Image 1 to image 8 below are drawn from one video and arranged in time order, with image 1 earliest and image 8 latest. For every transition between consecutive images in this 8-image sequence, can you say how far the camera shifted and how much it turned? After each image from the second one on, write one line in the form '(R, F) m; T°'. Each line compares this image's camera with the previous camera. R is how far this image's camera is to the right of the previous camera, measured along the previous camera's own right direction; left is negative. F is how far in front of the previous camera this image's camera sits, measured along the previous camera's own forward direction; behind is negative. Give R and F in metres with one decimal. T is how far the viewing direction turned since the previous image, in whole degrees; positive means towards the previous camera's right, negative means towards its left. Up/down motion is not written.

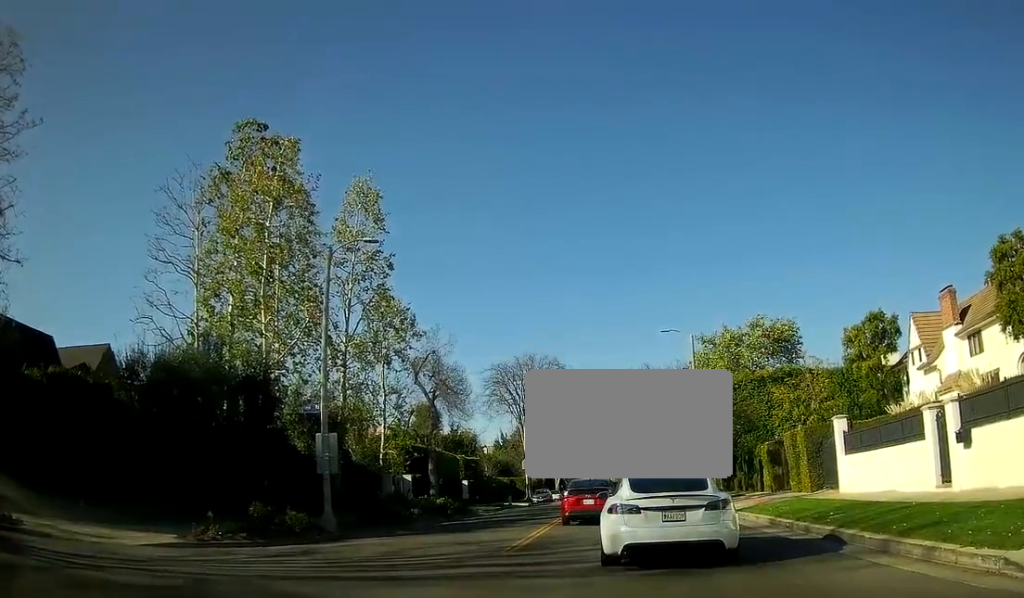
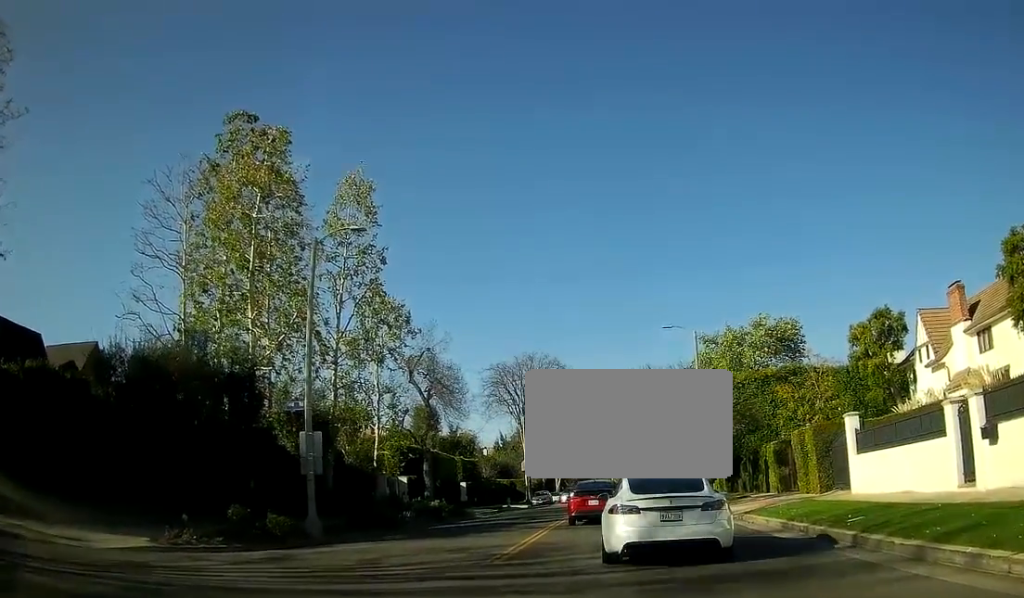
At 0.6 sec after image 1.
(0.0, +1.7) m; 0°
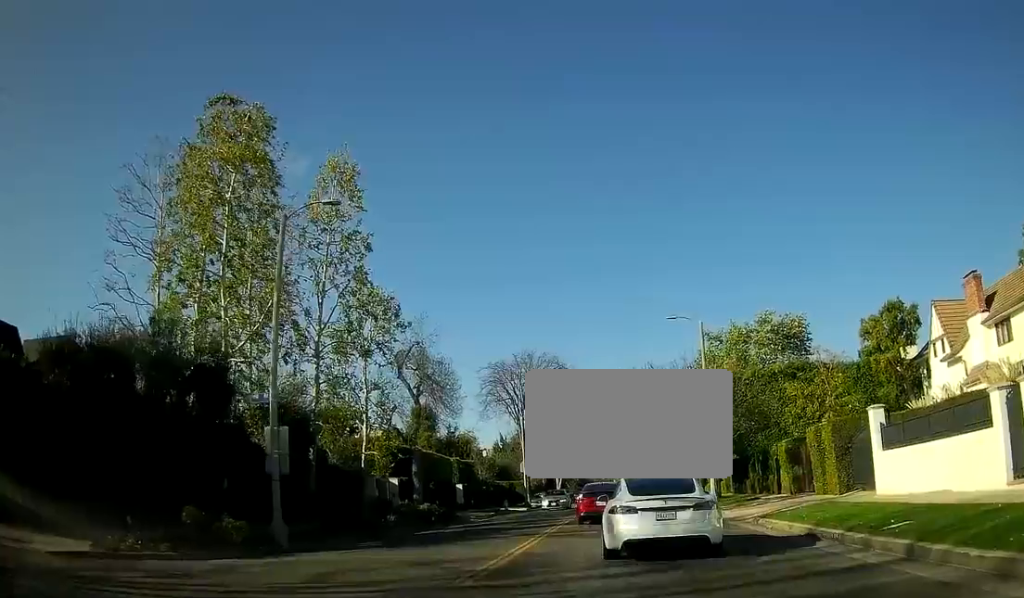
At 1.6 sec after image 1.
(0.0, +3.1) m; 0°
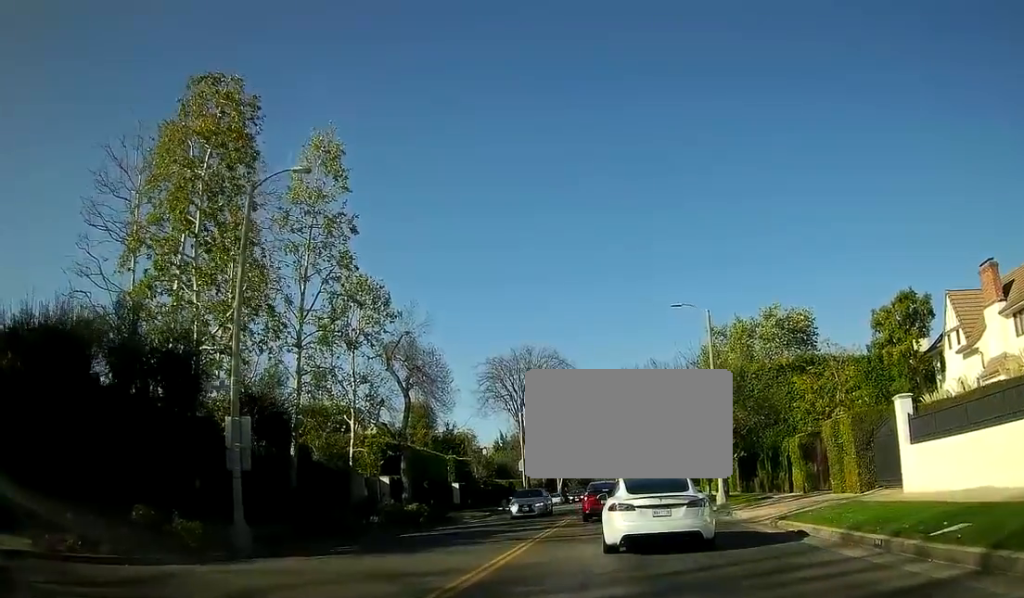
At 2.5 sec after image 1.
(0.0, +2.8) m; 0°
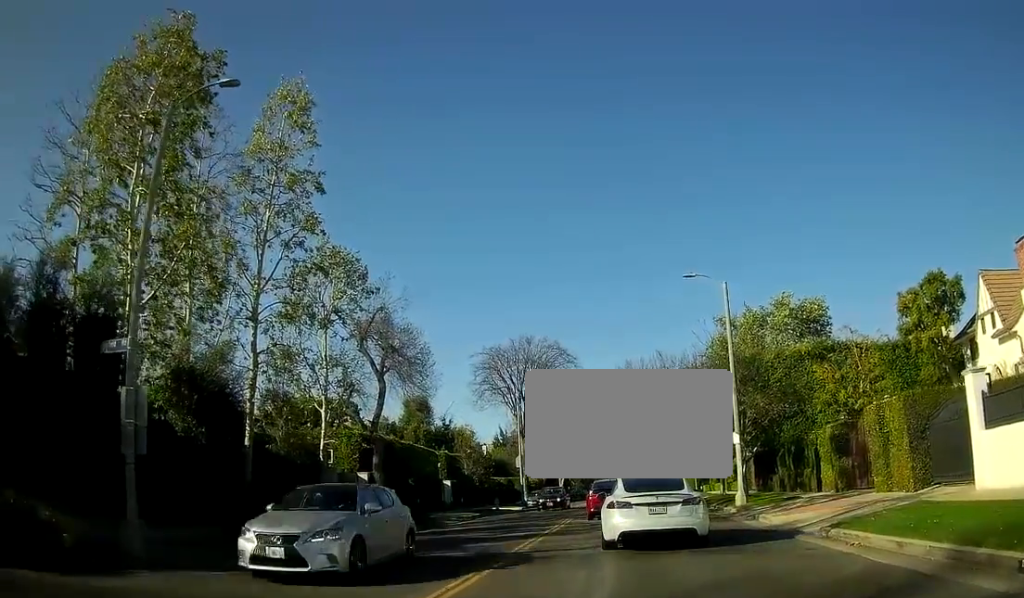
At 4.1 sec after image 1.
(0.0, +4.7) m; 0°
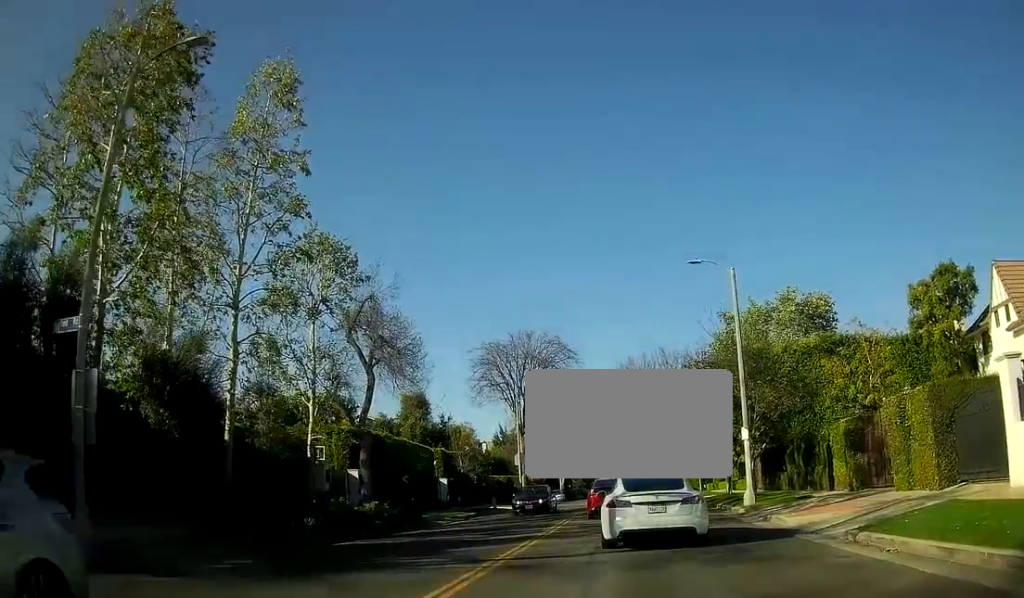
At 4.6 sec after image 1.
(0.0, +1.6) m; 0°
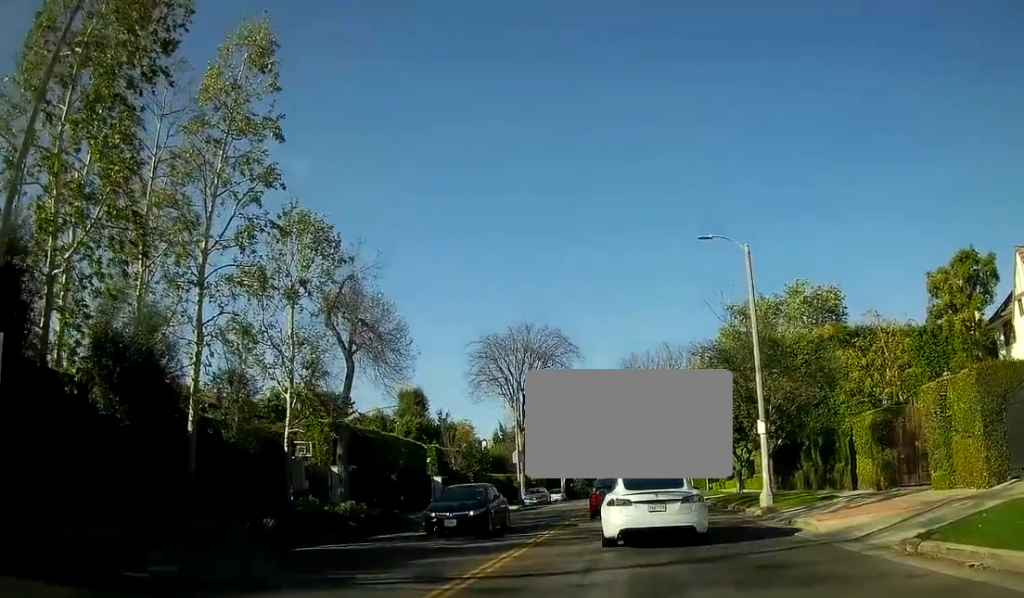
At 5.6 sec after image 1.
(0.0, +2.6) m; 0°
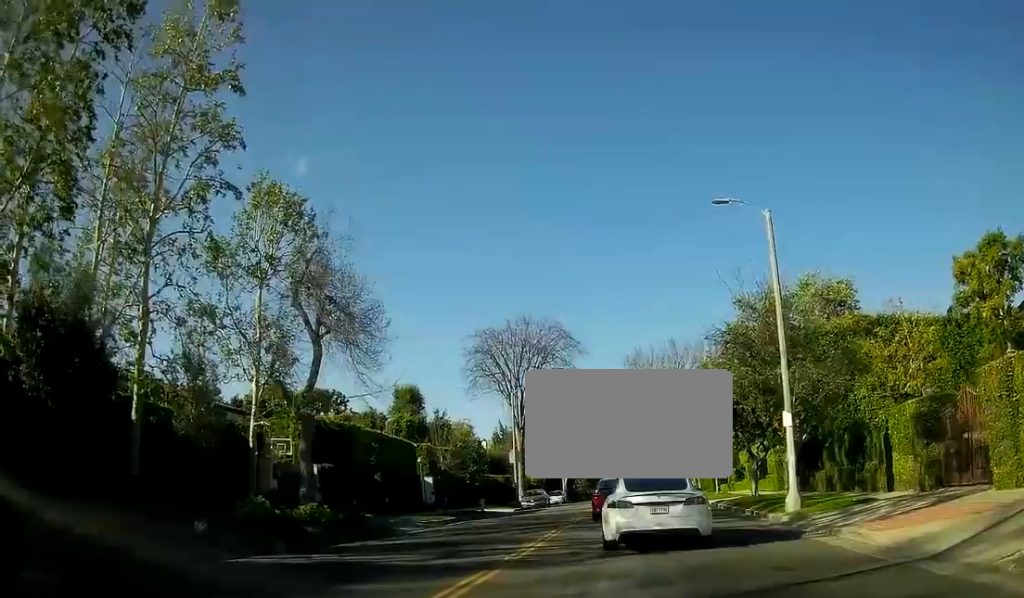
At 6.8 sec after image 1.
(0.0, +3.5) m; -1°
